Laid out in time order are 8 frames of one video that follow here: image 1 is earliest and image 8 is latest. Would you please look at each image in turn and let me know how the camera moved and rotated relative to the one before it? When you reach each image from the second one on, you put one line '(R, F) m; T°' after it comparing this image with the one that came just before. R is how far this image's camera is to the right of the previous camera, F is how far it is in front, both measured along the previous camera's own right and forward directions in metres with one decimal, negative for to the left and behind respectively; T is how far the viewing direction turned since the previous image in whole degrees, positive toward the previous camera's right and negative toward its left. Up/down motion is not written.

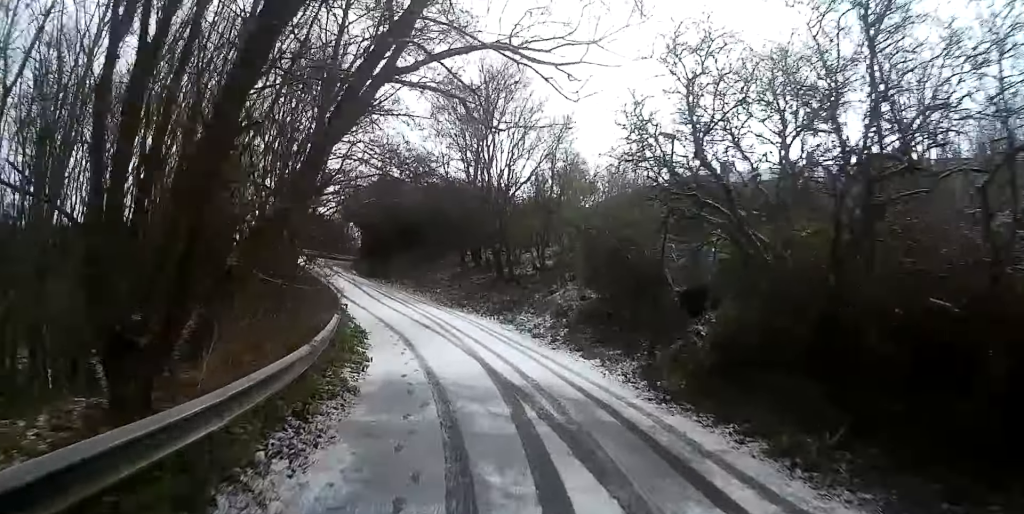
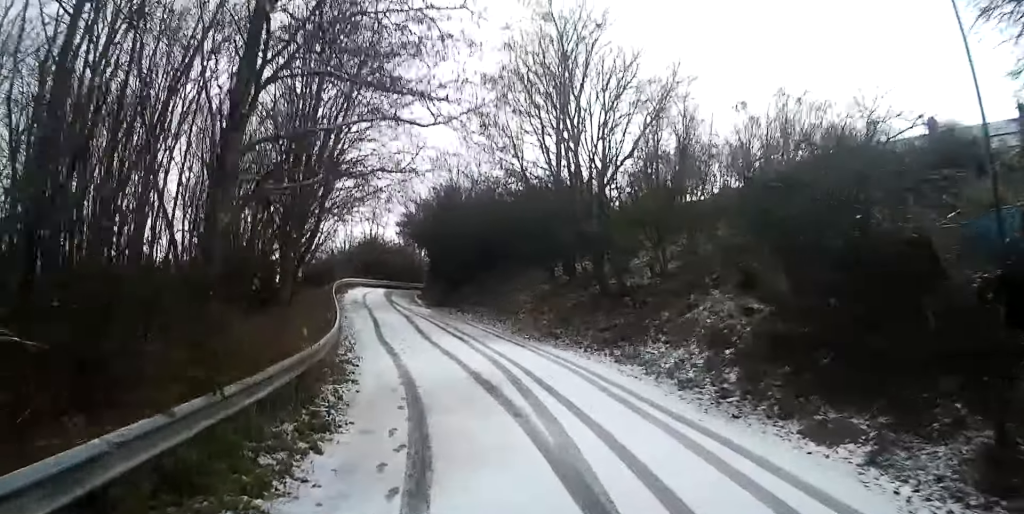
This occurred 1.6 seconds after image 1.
(-0.9, +9.3) m; -10°
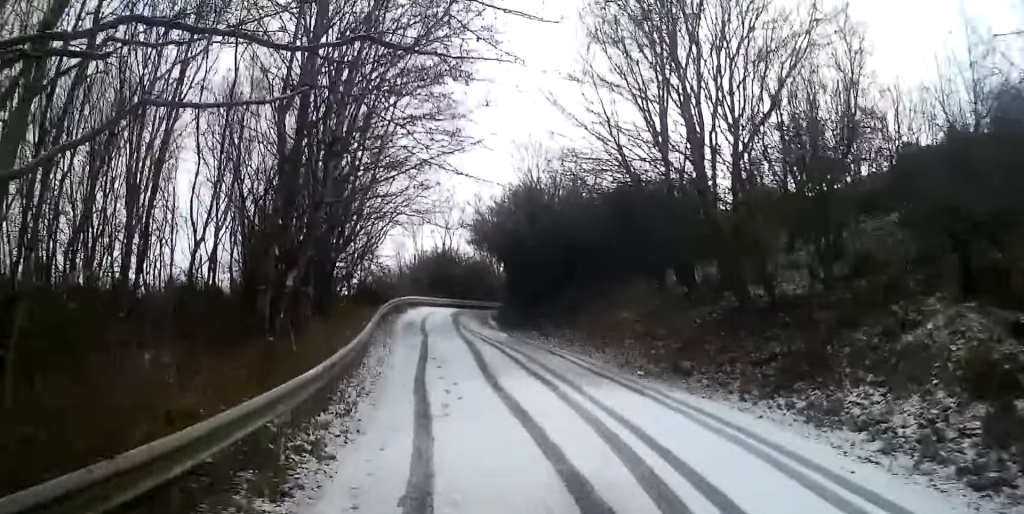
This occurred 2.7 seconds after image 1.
(-0.3, +6.5) m; -6°
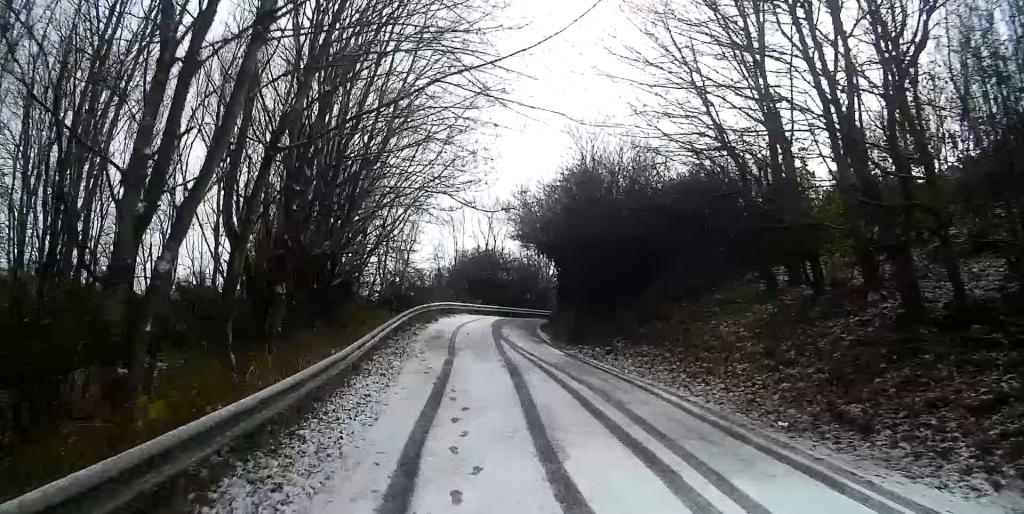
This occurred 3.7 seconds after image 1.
(-0.3, +5.4) m; -5°
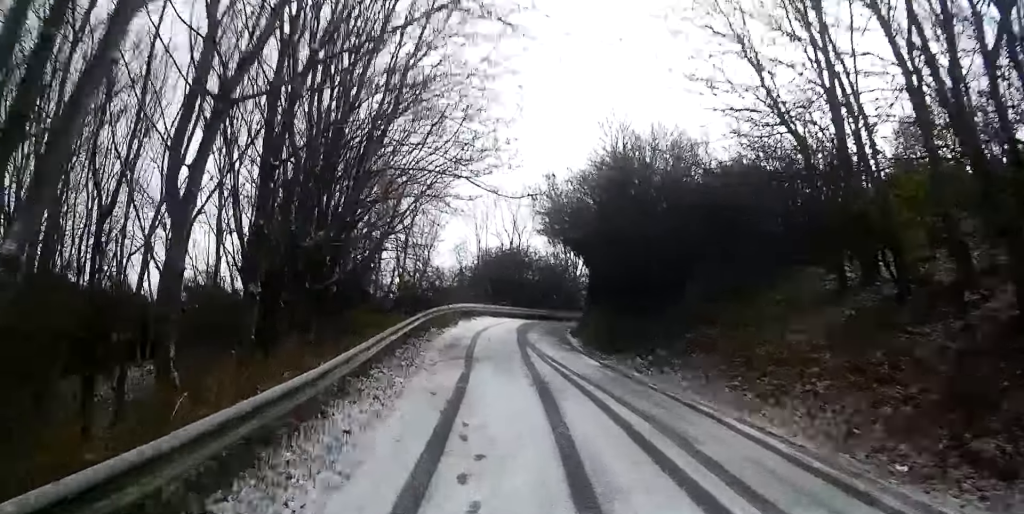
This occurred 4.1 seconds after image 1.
(0.0, +2.4) m; -2°
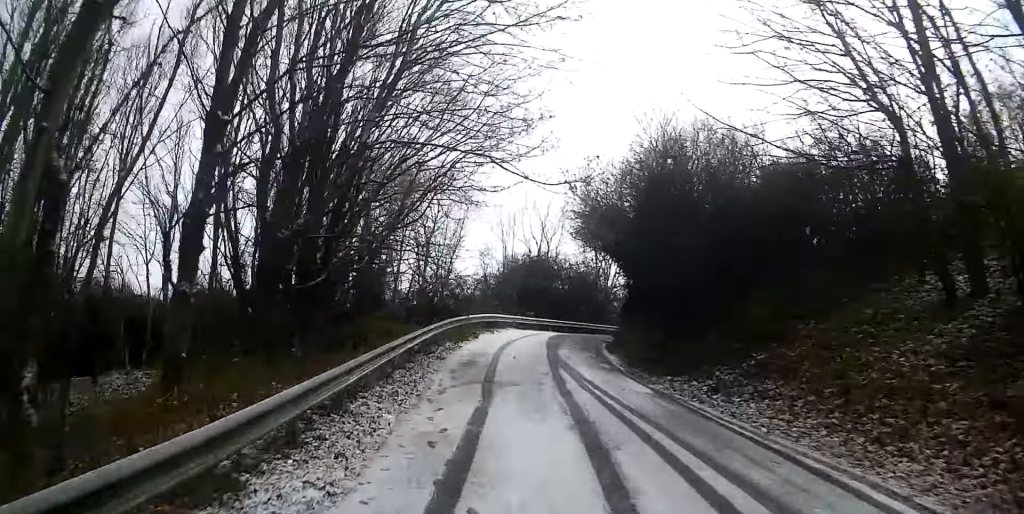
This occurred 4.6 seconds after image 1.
(-0.1, +3.1) m; -1°
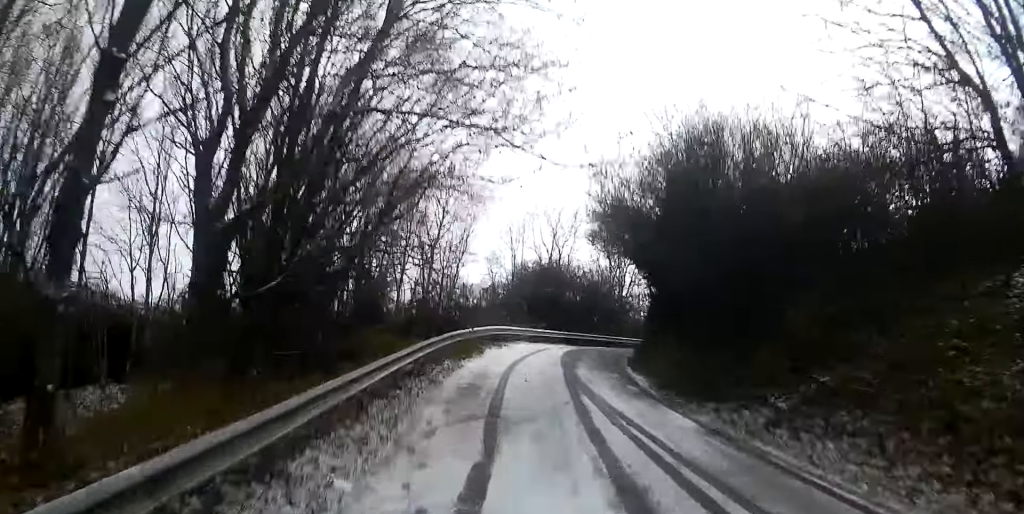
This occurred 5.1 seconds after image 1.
(0.0, +2.7) m; 0°
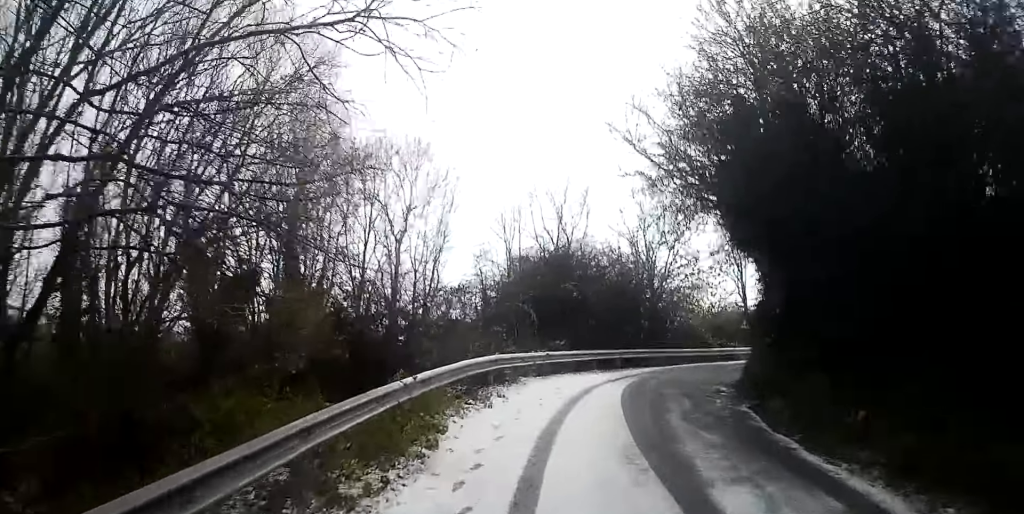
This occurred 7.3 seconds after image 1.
(-0.3, +11.6) m; -7°
